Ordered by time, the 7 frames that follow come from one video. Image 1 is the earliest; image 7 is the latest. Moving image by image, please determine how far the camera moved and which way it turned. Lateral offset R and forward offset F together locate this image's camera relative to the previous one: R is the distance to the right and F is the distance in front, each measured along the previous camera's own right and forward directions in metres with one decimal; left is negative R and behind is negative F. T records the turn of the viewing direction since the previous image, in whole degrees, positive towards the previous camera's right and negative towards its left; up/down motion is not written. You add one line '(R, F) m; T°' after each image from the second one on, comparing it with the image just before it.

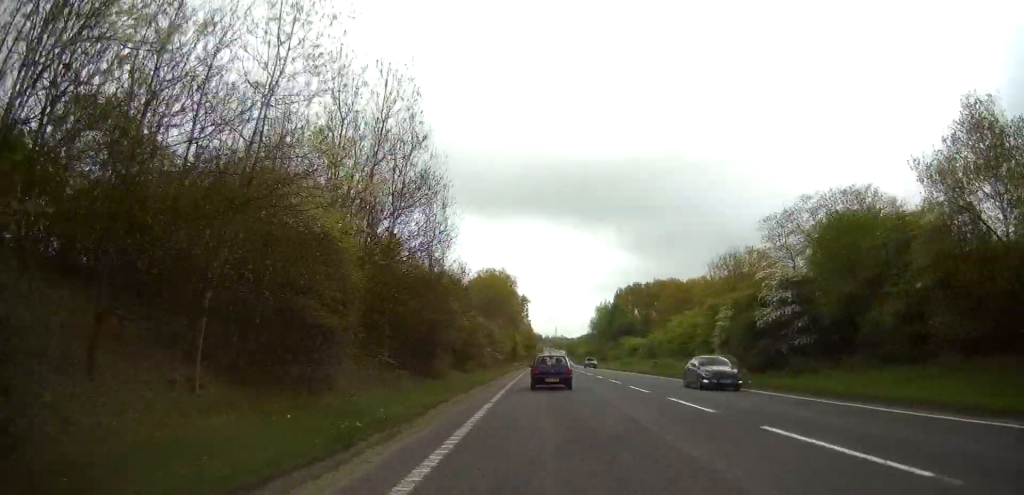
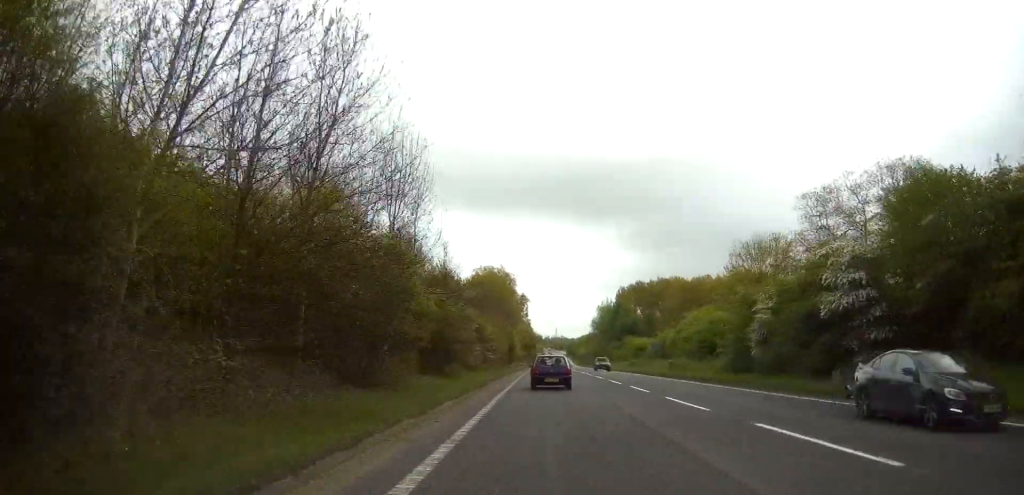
(0.0, +8.3) m; 0°
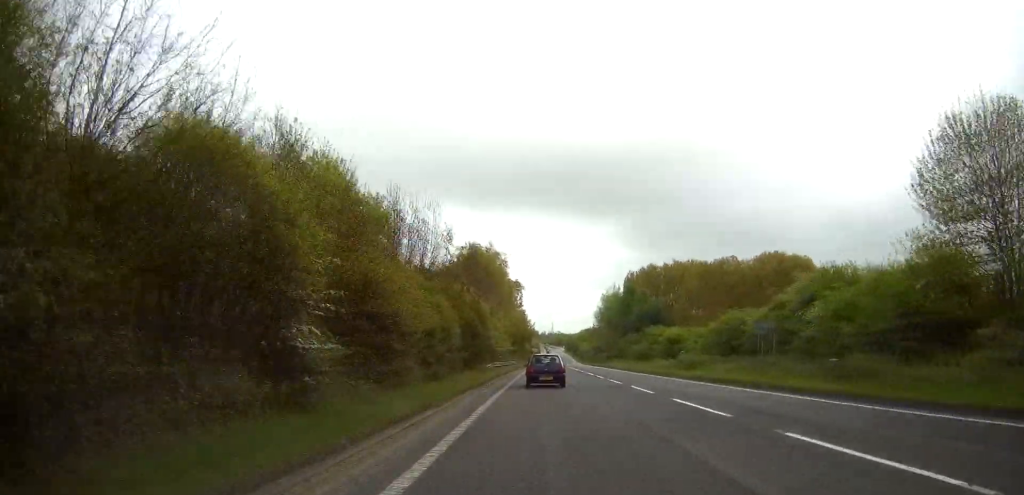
(+0.4, +36.7) m; +1°
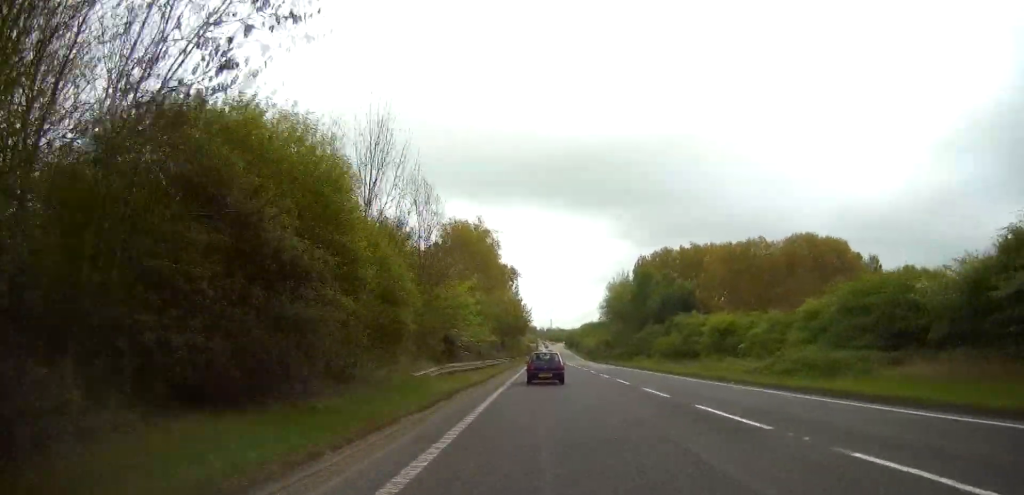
(+0.2, +29.2) m; 0°
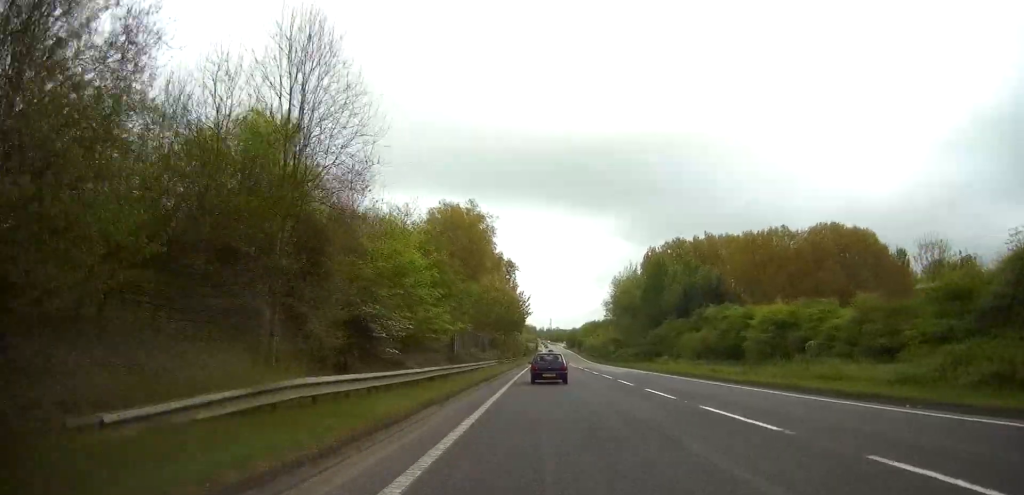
(-0.3, +18.1) m; 0°
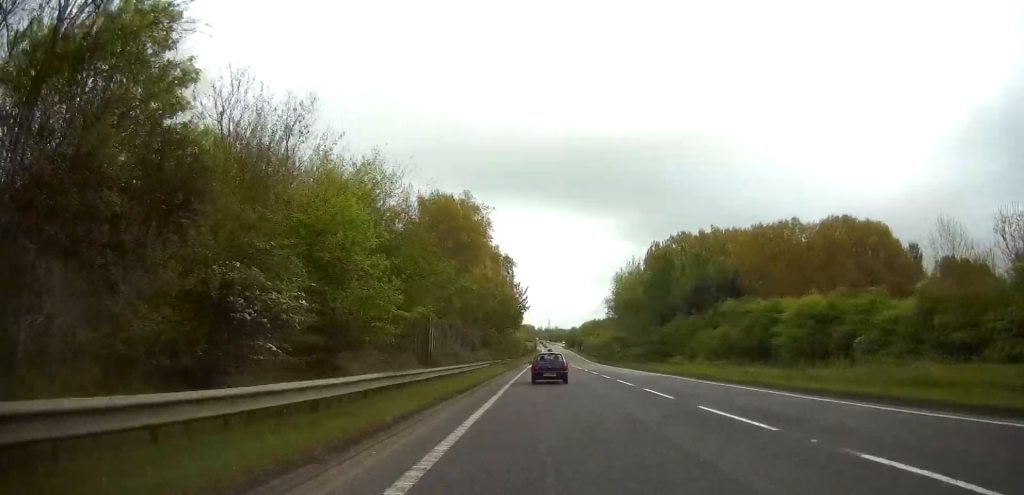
(+0.1, +8.3) m; 0°
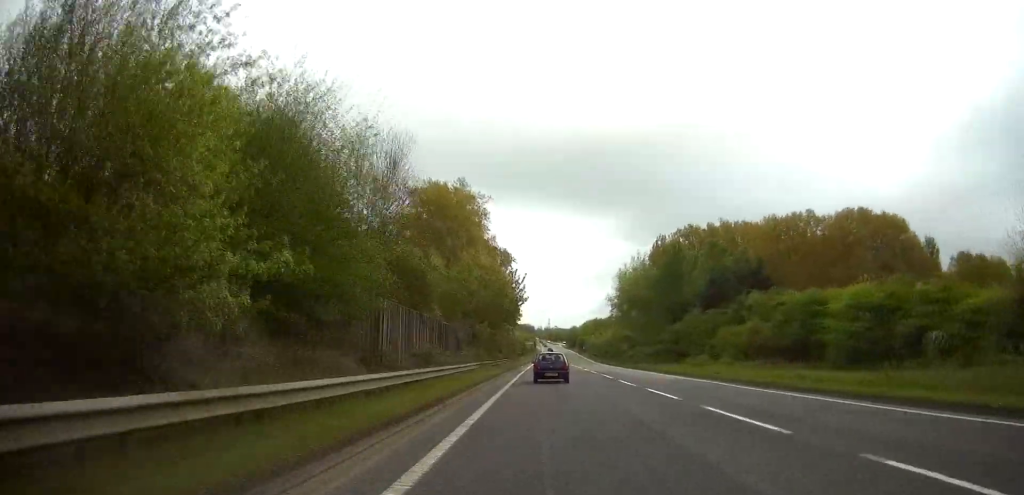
(+0.1, +9.2) m; 0°
